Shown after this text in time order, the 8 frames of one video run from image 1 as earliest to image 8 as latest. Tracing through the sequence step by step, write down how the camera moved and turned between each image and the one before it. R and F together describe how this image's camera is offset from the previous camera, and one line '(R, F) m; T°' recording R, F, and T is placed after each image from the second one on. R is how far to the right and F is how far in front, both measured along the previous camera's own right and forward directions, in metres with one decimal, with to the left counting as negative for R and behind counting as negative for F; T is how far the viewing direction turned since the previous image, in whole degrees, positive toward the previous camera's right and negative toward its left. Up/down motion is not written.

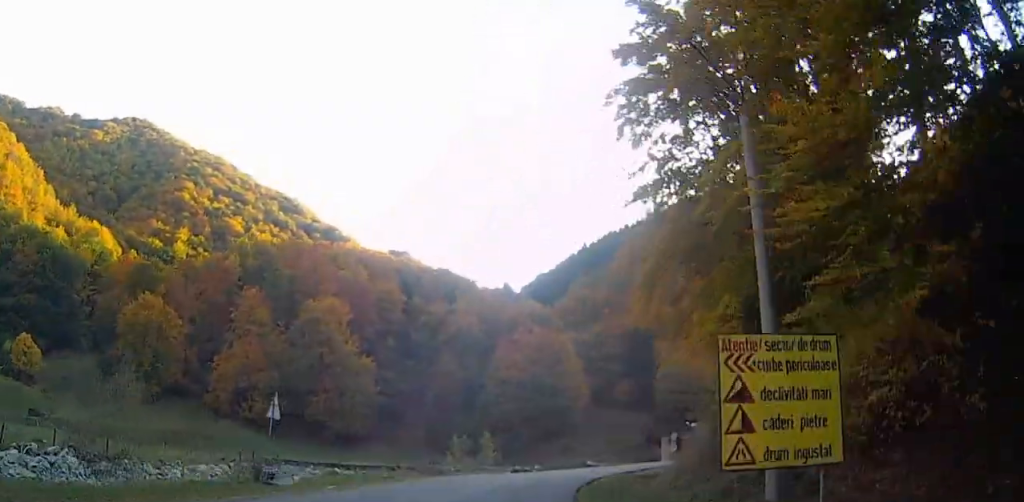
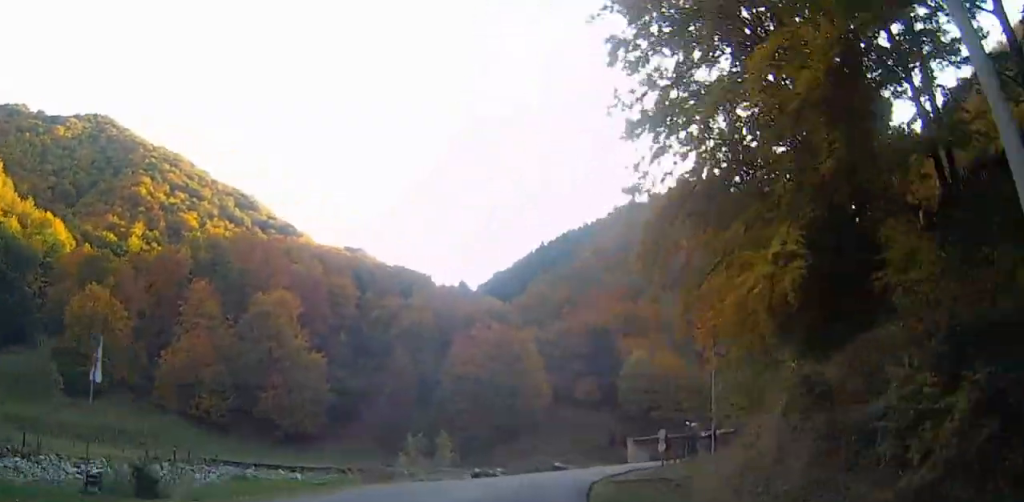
(-0.2, +8.7) m; +6°
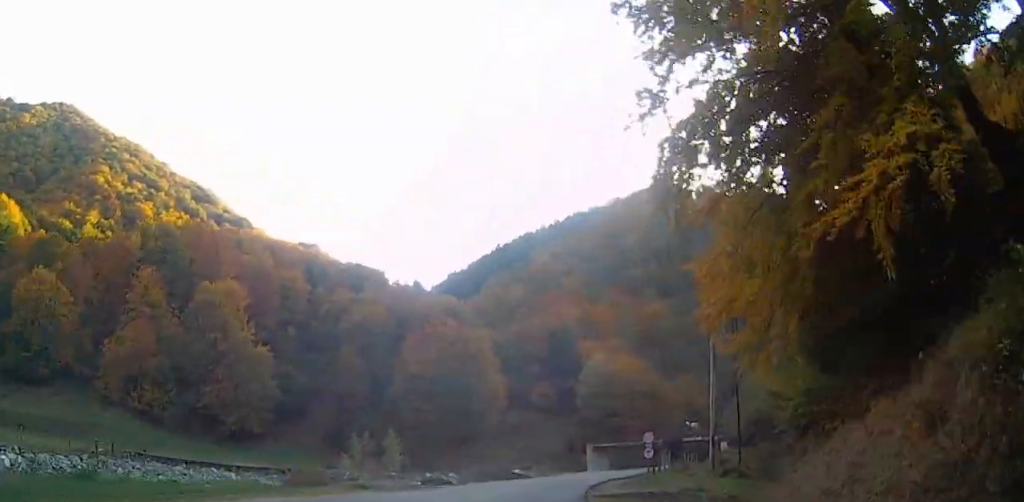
(+0.2, +8.6) m; +6°
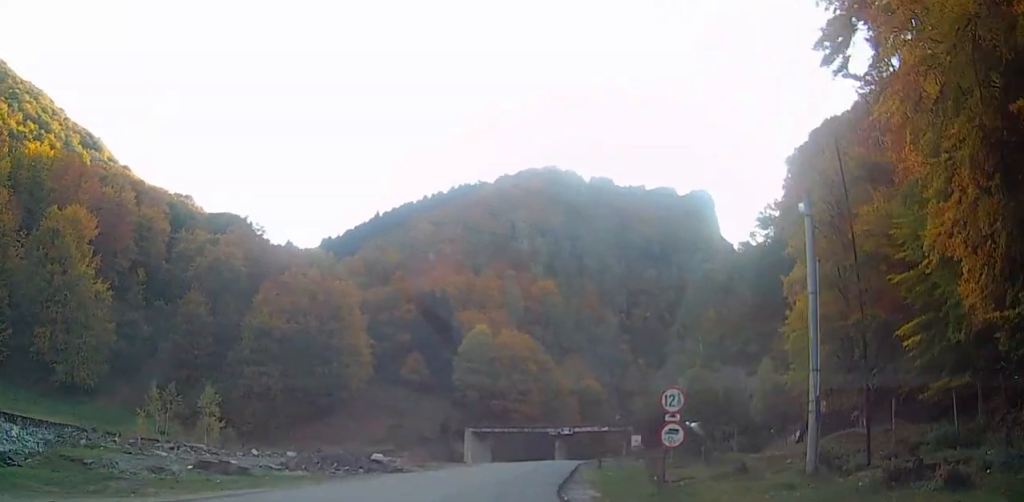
(+3.3, +25.2) m; +8°
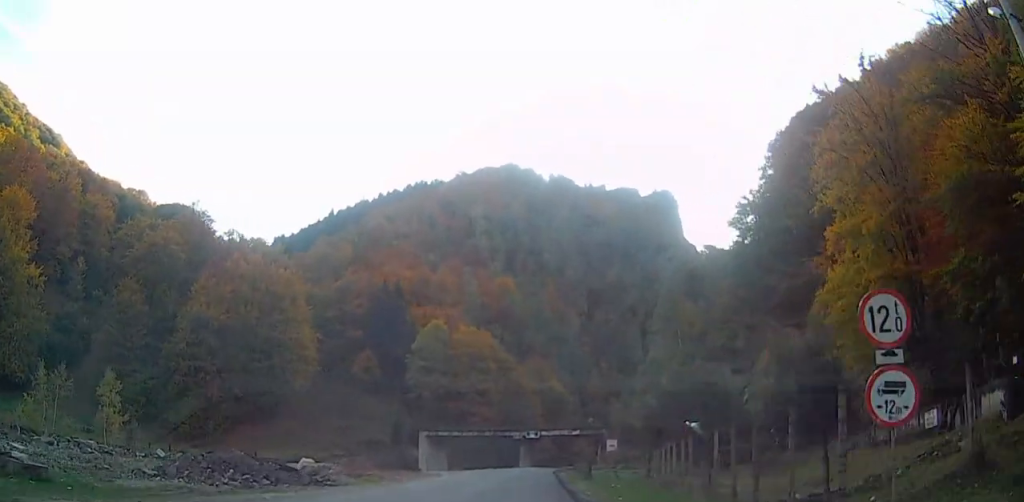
(+0.2, +12.2) m; 0°
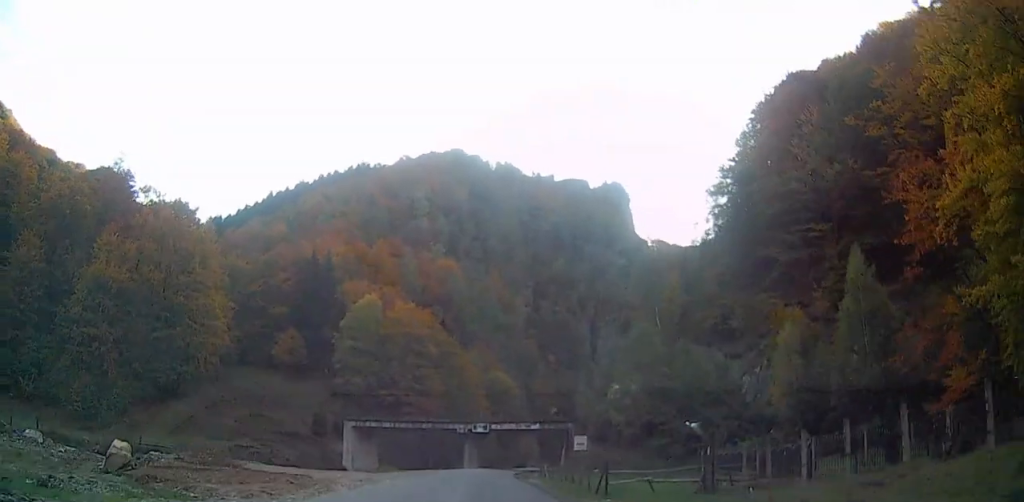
(-0.1, +18.8) m; +3°
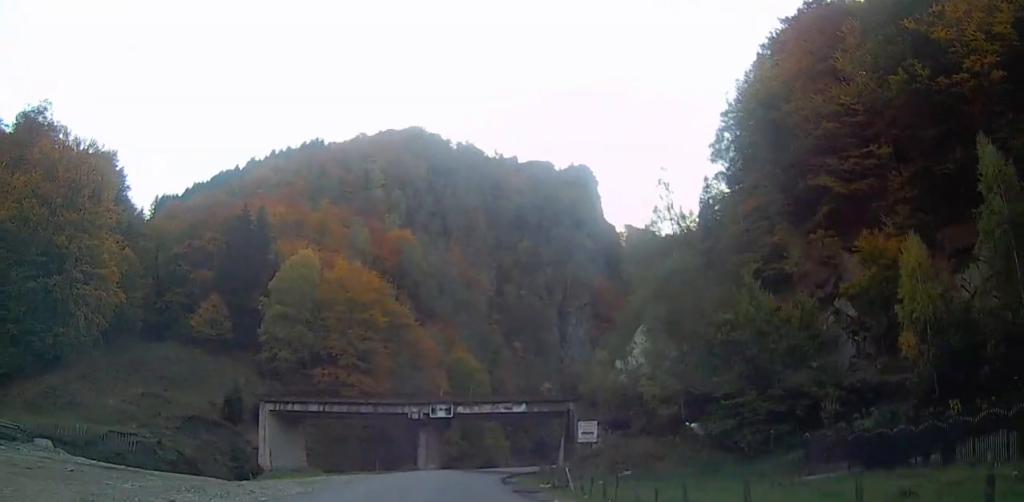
(+2.4, +24.4) m; +10°
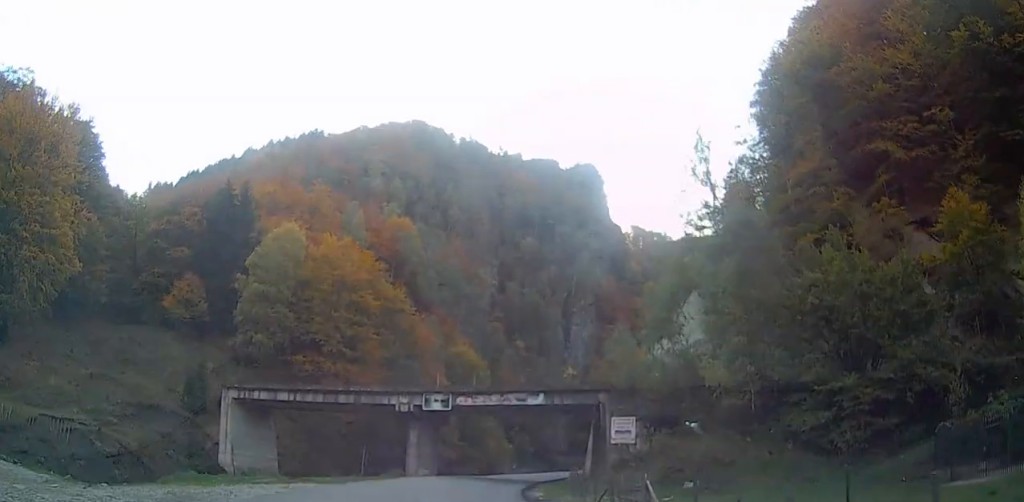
(0.0, +11.9) m; 0°
